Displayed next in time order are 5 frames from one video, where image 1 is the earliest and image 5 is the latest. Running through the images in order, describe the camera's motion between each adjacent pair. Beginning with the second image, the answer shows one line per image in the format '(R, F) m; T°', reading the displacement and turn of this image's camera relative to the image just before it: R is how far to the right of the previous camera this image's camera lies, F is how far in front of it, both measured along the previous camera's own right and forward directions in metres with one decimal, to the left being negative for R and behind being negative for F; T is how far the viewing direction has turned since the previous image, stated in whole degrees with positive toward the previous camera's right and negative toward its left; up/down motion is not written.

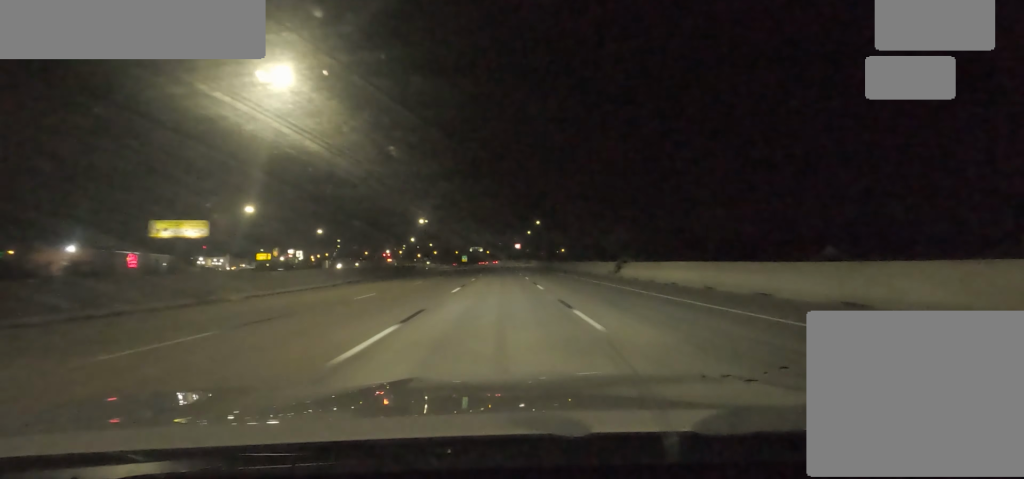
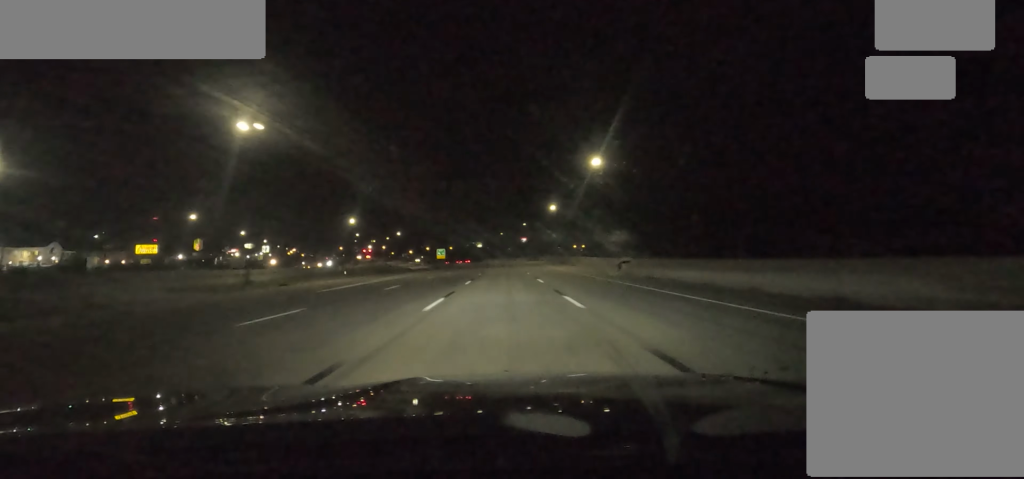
(-0.5, +90.7) m; 0°
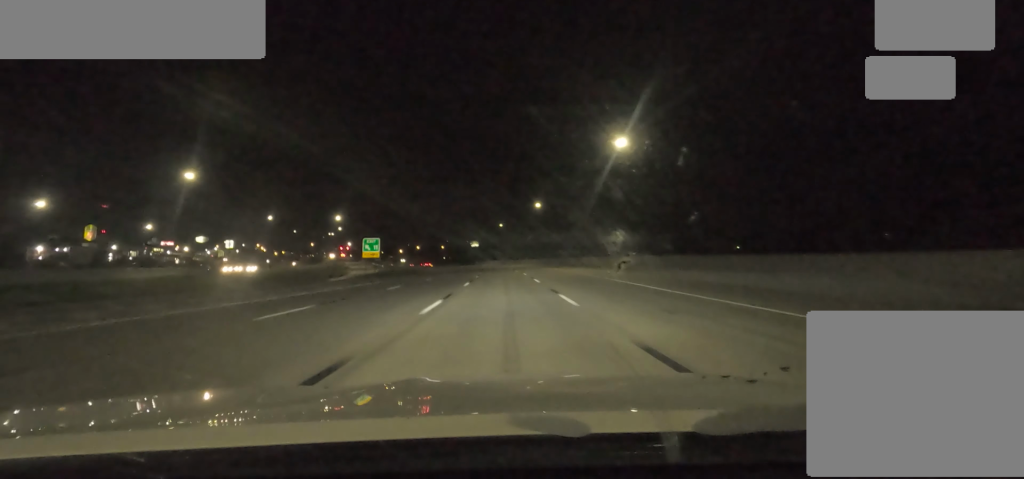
(0.0, +66.5) m; -1°
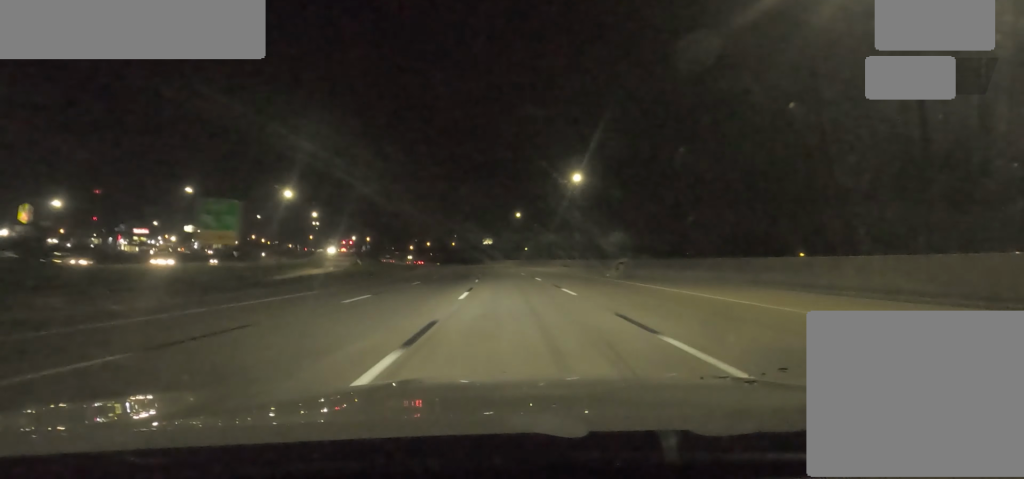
(-1.3, +35.7) m; -3°
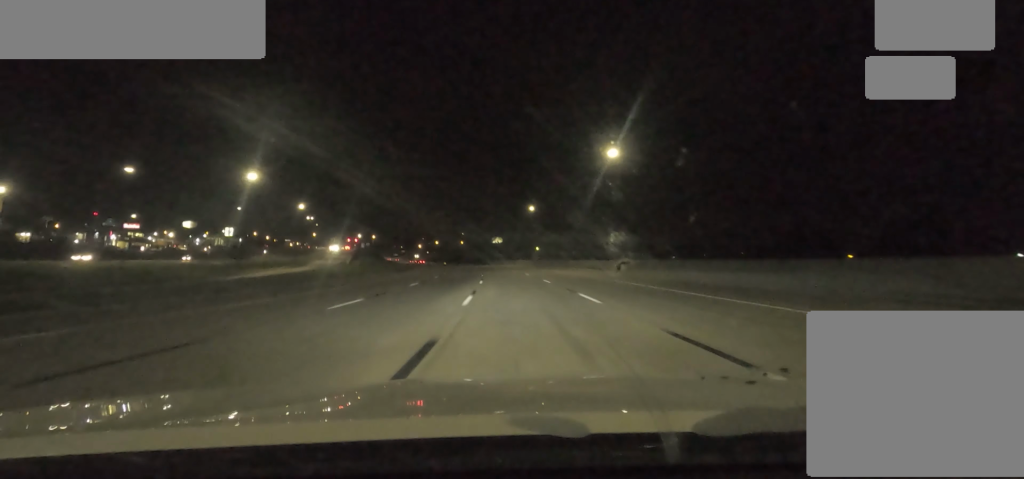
(-0.1, +15.4) m; -1°
